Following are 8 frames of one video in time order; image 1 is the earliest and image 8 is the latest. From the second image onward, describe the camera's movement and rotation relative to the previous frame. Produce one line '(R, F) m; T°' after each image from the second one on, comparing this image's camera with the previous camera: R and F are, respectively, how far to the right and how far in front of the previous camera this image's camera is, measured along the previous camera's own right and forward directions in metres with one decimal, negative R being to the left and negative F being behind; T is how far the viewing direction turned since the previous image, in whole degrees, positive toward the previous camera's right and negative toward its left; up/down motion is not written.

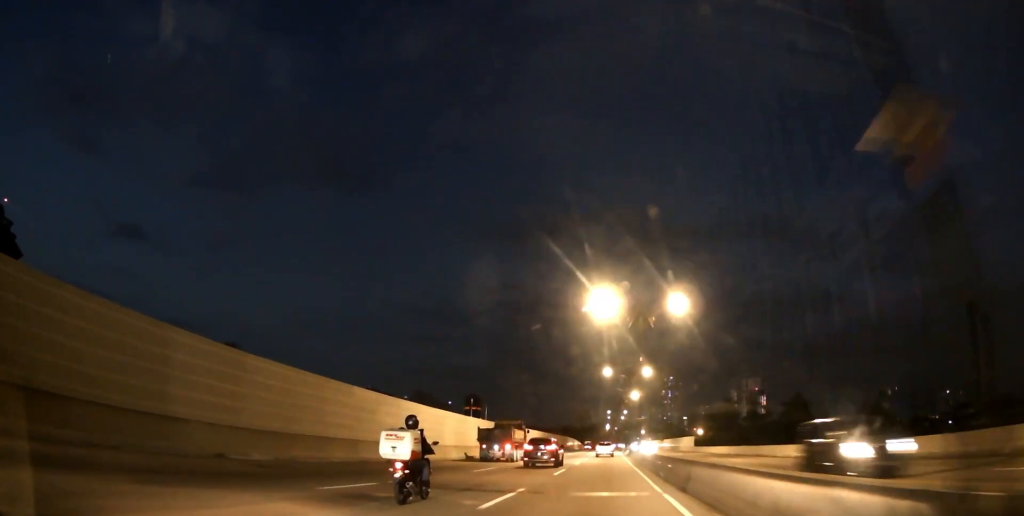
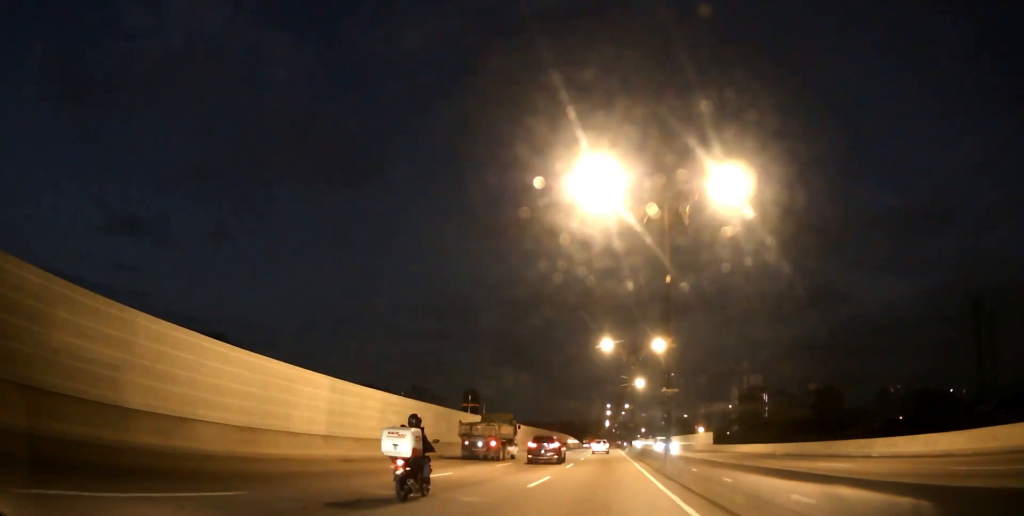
(-0.1, +21.5) m; 0°
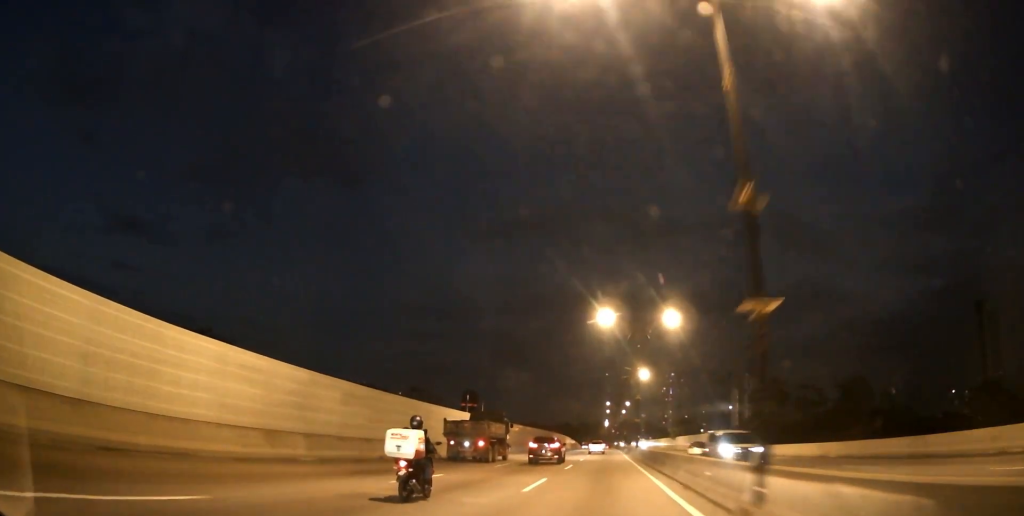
(0.0, +13.7) m; 0°
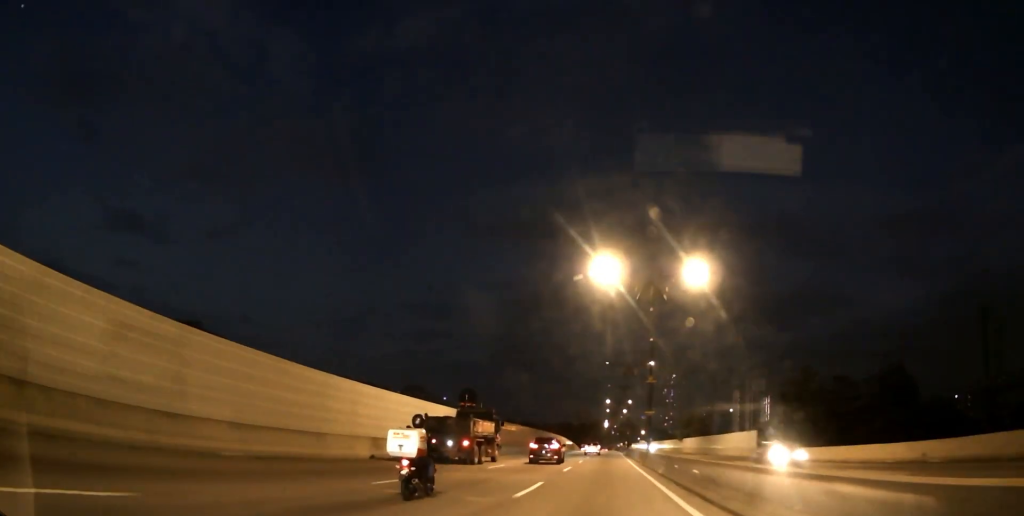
(0.0, +14.3) m; 0°
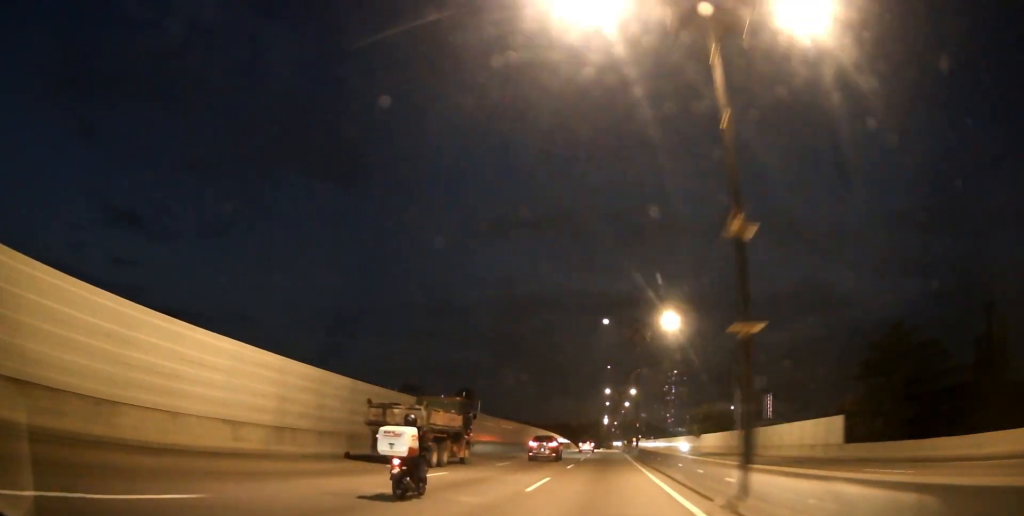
(+0.1, +24.5) m; 0°
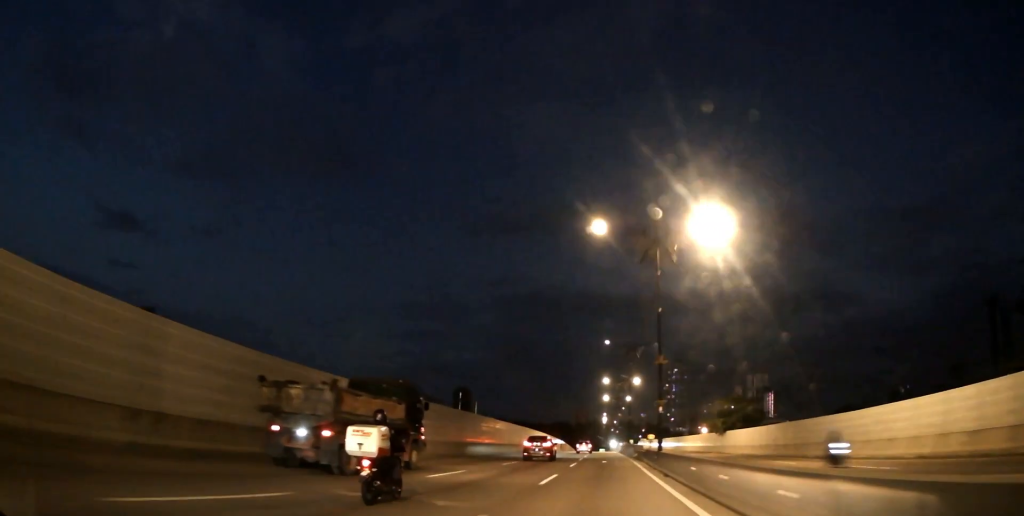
(0.0, +23.3) m; 0°
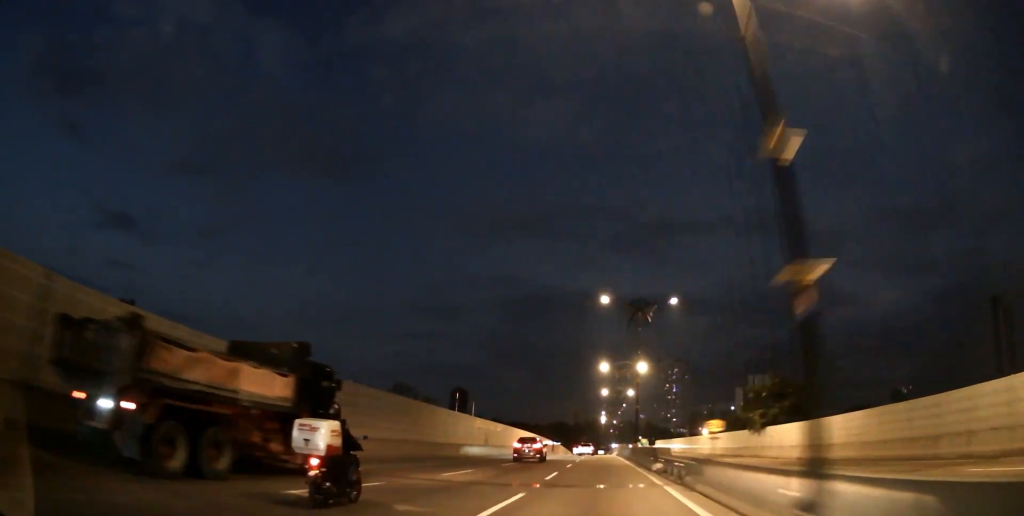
(0.0, +19.8) m; 0°
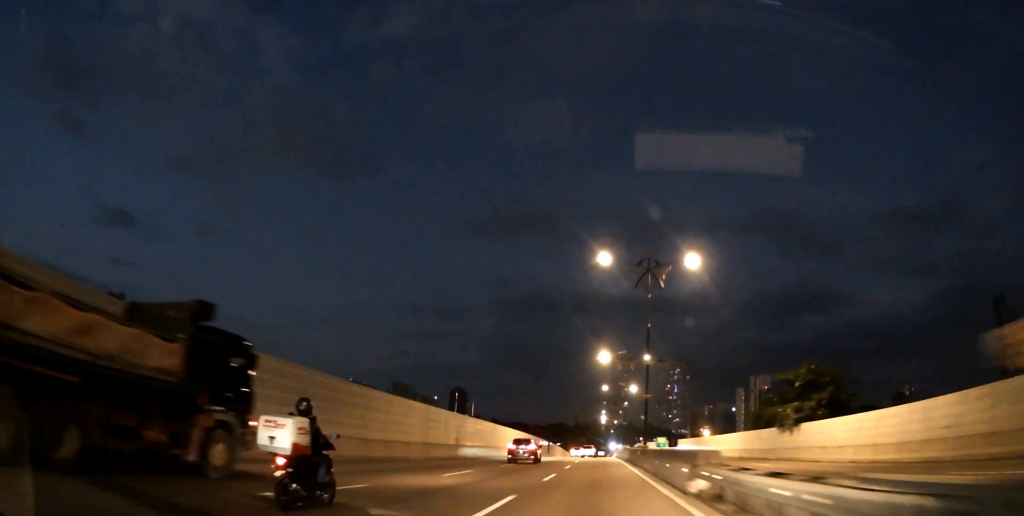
(0.0, +11.3) m; 0°
